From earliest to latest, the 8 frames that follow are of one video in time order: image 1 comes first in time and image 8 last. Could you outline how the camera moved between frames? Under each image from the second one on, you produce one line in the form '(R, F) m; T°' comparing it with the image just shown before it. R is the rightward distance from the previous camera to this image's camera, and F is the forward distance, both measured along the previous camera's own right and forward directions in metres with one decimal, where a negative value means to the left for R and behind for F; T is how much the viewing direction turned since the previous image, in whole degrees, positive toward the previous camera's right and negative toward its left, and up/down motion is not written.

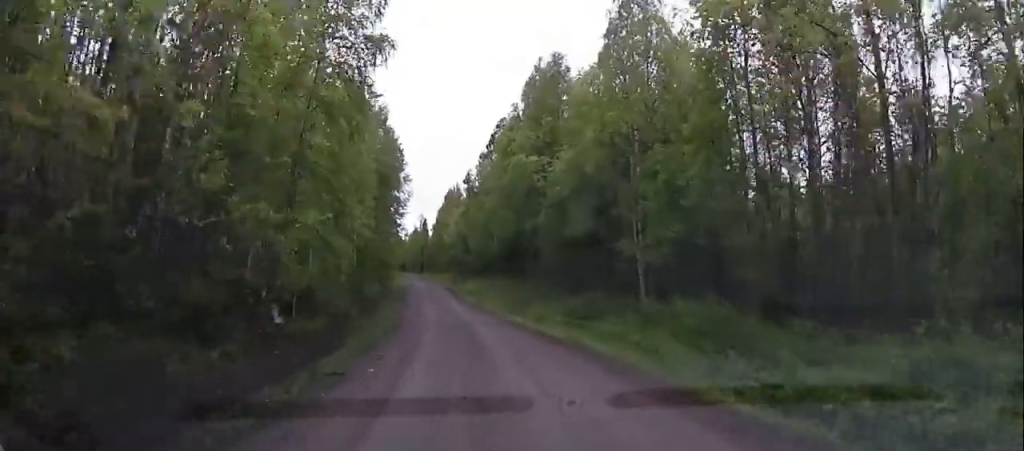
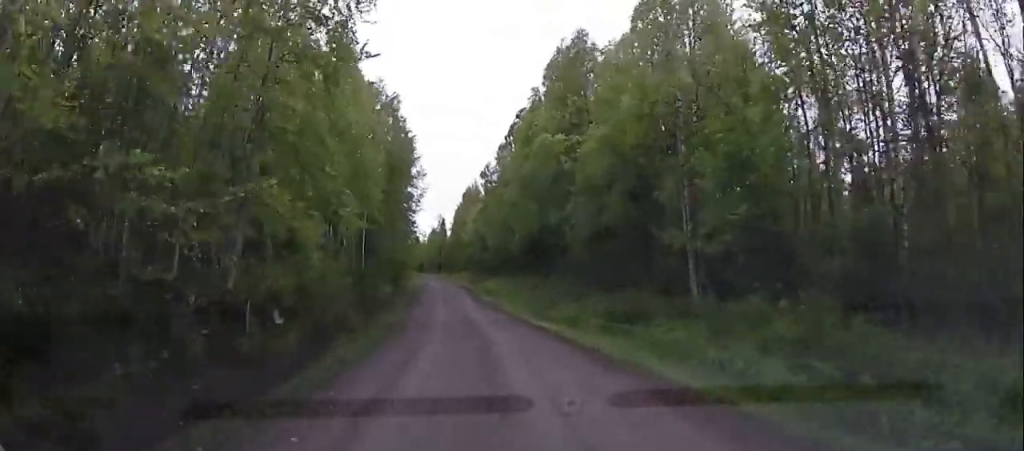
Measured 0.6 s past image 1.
(-0.2, +4.7) m; -4°
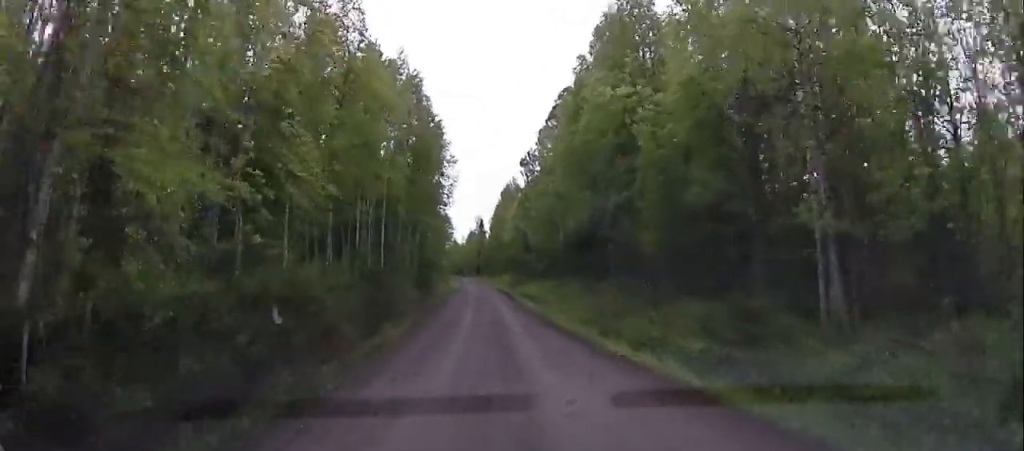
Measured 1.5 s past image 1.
(-0.3, +7.9) m; -2°
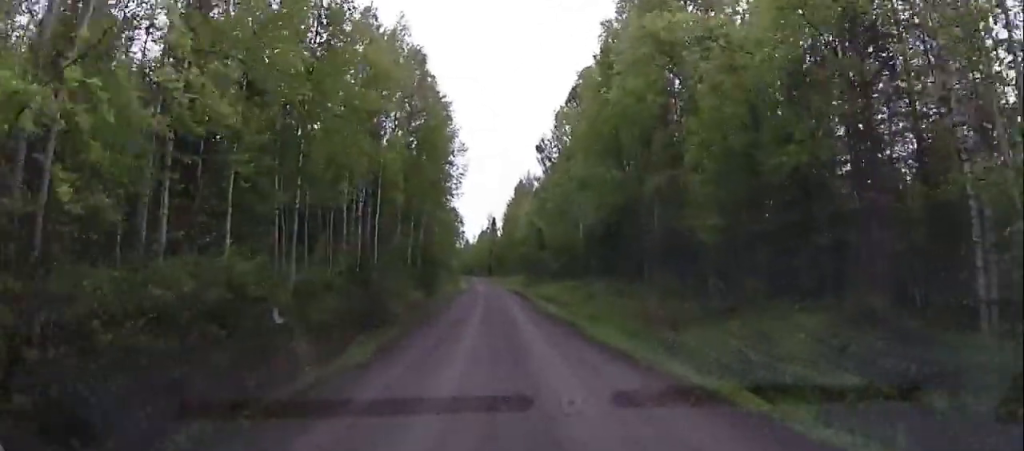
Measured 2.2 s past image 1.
(0.0, +6.3) m; -1°
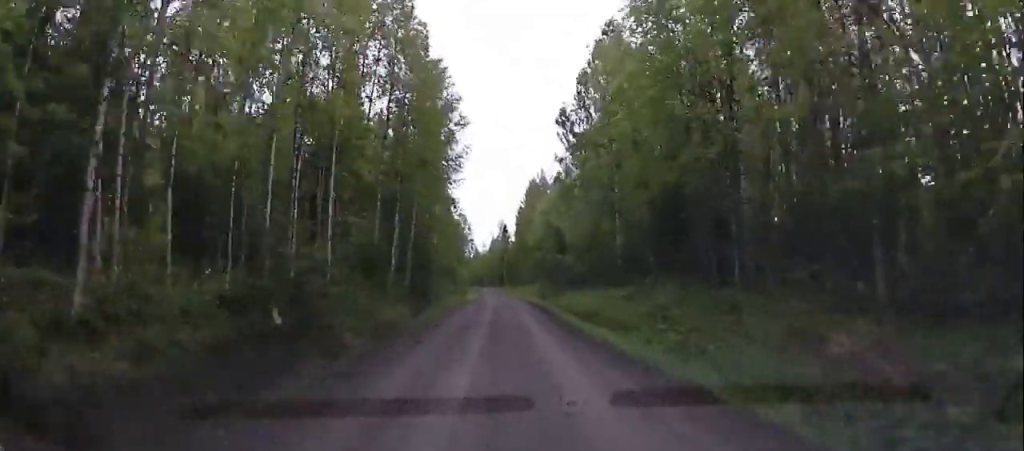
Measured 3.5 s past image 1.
(-0.2, +12.2) m; +1°
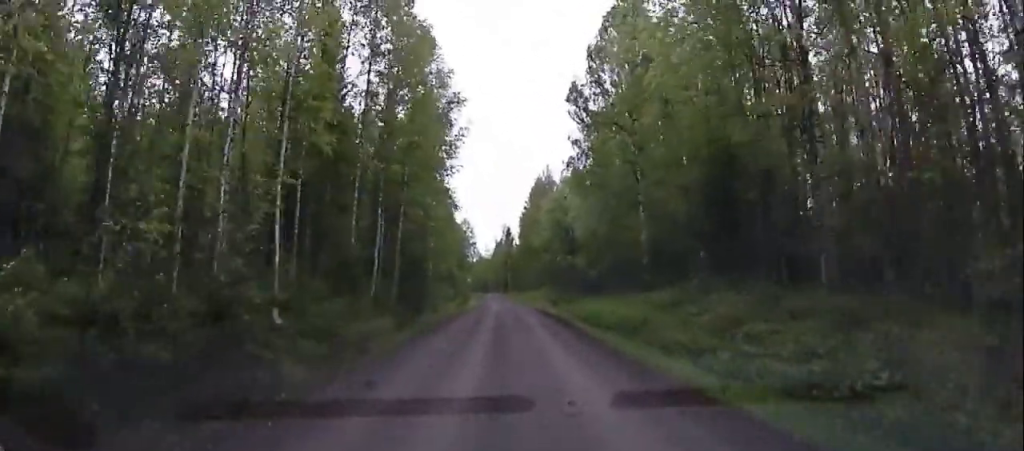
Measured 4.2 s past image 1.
(+0.2, +6.3) m; 0°
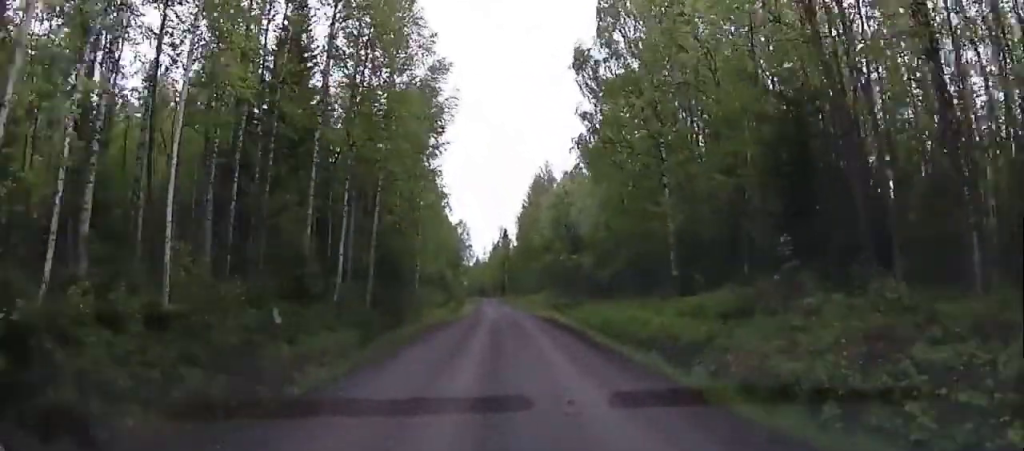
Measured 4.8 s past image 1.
(+0.2, +6.4) m; -1°
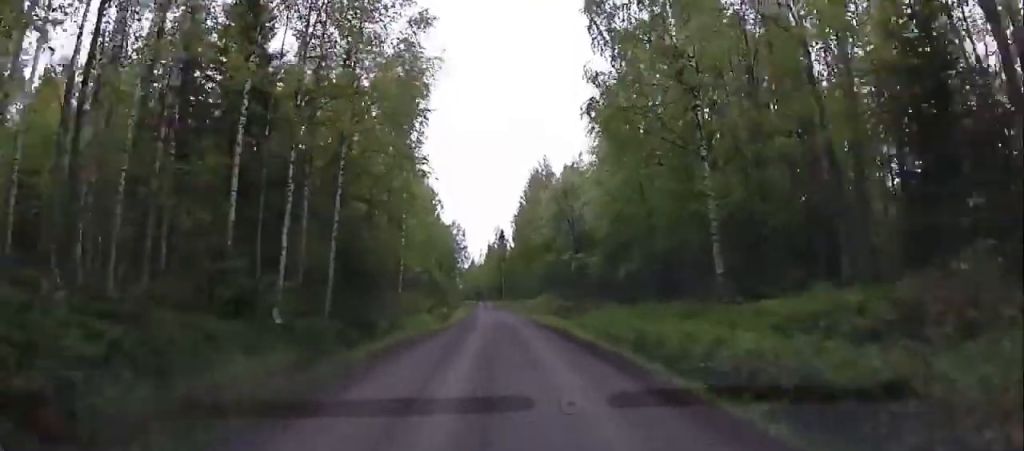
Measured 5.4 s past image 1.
(-0.3, +6.5) m; -2°
